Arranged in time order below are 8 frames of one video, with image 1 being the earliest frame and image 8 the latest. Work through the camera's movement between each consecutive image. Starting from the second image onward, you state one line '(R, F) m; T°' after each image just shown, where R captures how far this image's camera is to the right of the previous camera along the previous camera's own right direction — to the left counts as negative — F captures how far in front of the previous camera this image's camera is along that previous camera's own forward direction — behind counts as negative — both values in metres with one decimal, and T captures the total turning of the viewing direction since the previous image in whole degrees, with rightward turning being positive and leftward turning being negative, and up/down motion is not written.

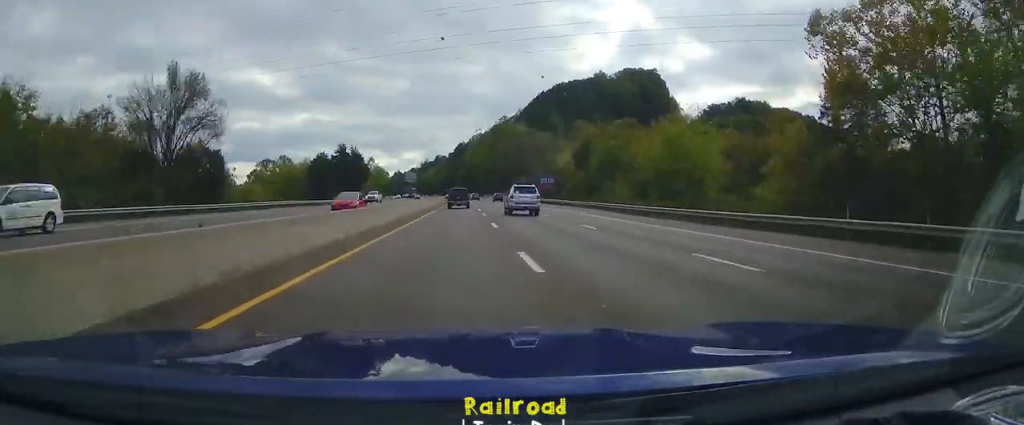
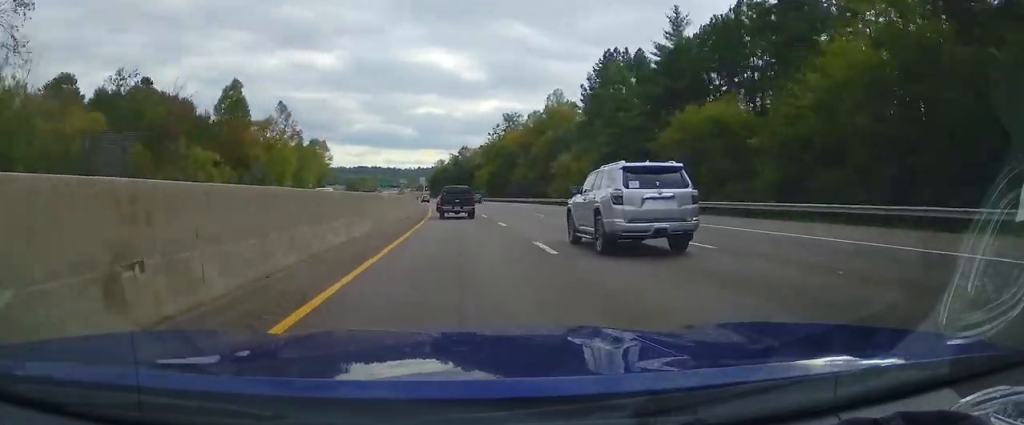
(-67.0, +399.5) m; -23°
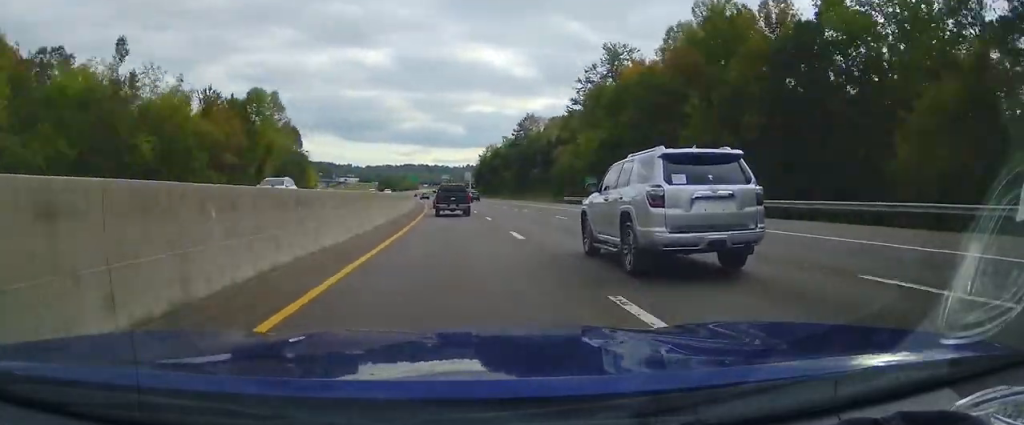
(-2.1, +79.5) m; -5°
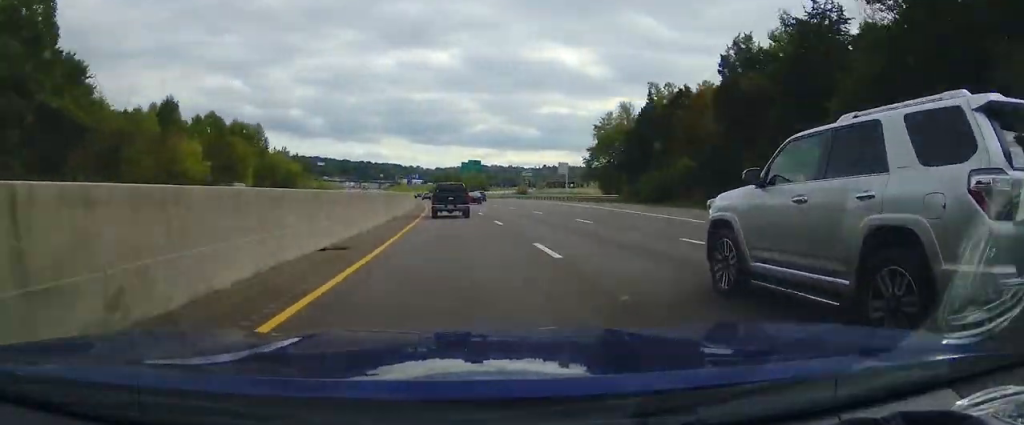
(-5.7, +114.0) m; -7°
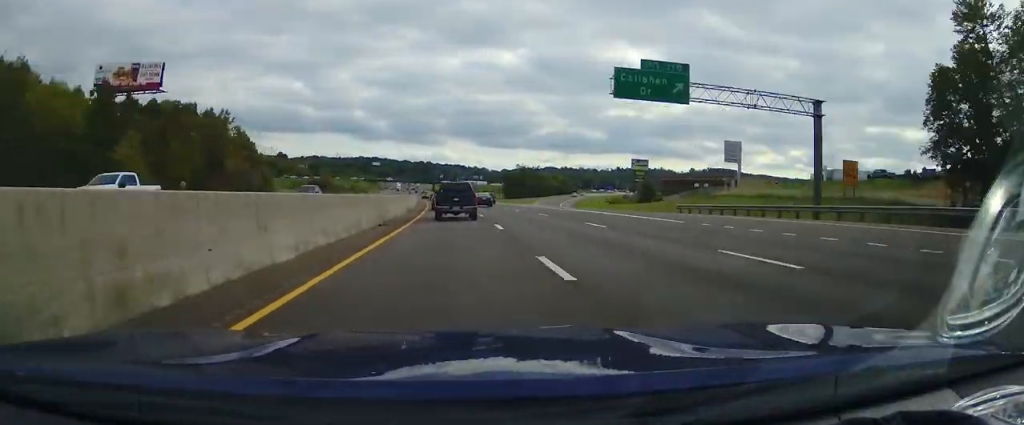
(-8.4, +104.8) m; -5°
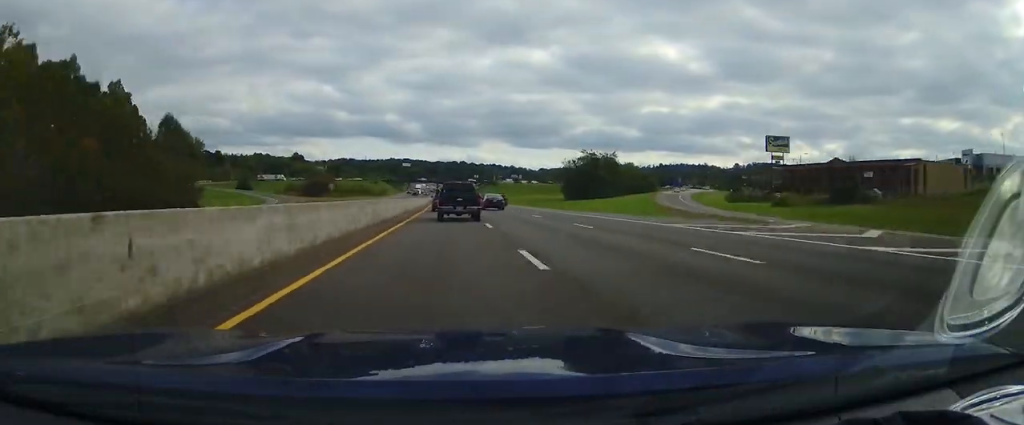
(-2.6, +86.7) m; -2°
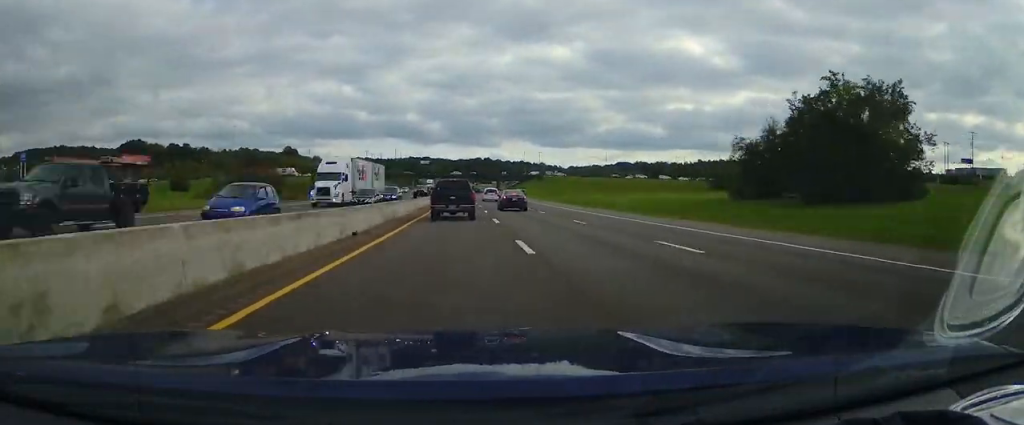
(-2.0, +154.7) m; 0°
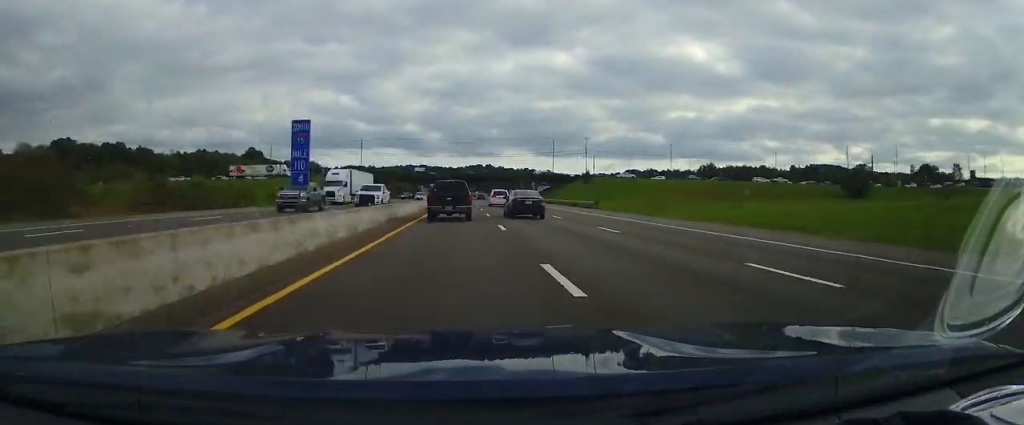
(+0.8, +101.0) m; 0°
